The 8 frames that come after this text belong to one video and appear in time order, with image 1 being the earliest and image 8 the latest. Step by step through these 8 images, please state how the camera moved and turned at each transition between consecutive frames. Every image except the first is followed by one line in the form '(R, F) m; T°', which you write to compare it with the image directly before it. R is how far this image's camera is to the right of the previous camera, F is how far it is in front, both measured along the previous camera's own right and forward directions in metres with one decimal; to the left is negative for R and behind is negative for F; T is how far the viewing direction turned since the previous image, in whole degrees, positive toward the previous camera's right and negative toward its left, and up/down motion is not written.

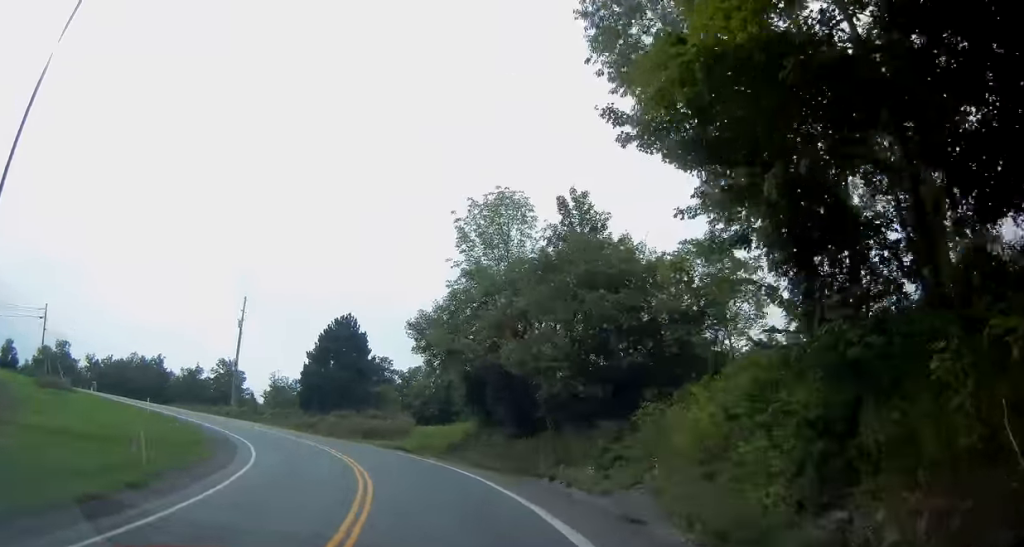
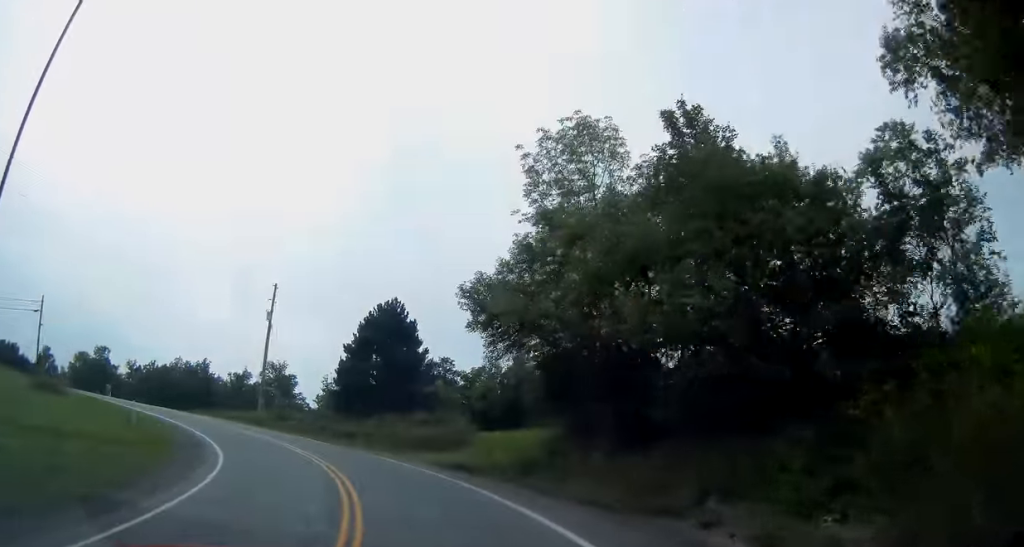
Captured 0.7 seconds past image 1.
(+0.1, +8.4) m; -7°
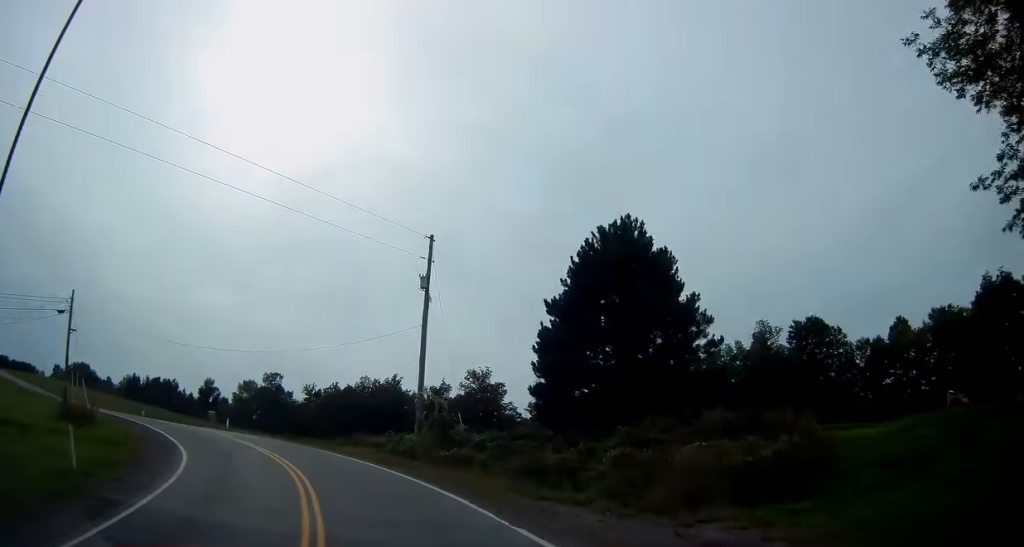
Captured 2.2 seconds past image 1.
(-3.7, +17.8) m; -24°
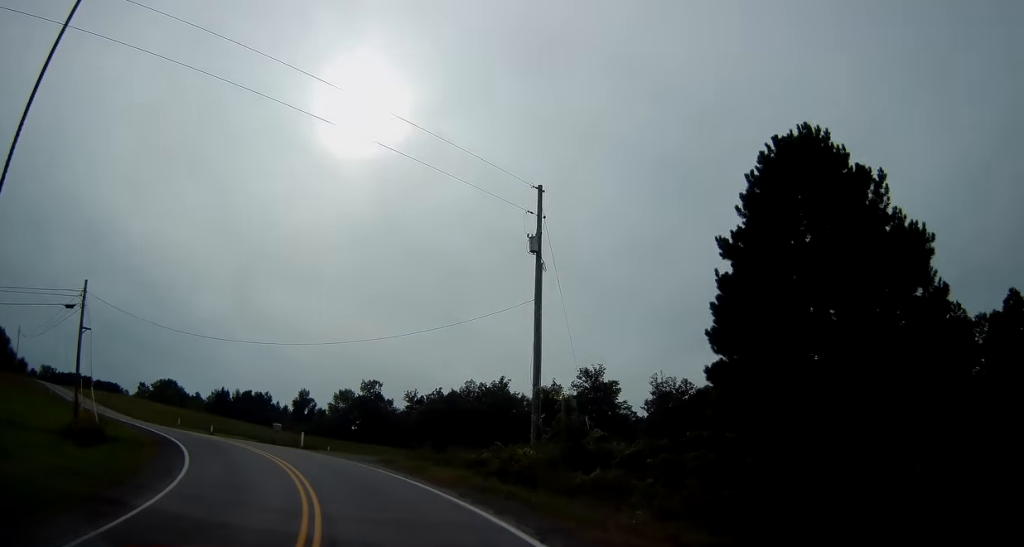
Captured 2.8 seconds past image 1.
(-0.4, +7.9) m; -11°
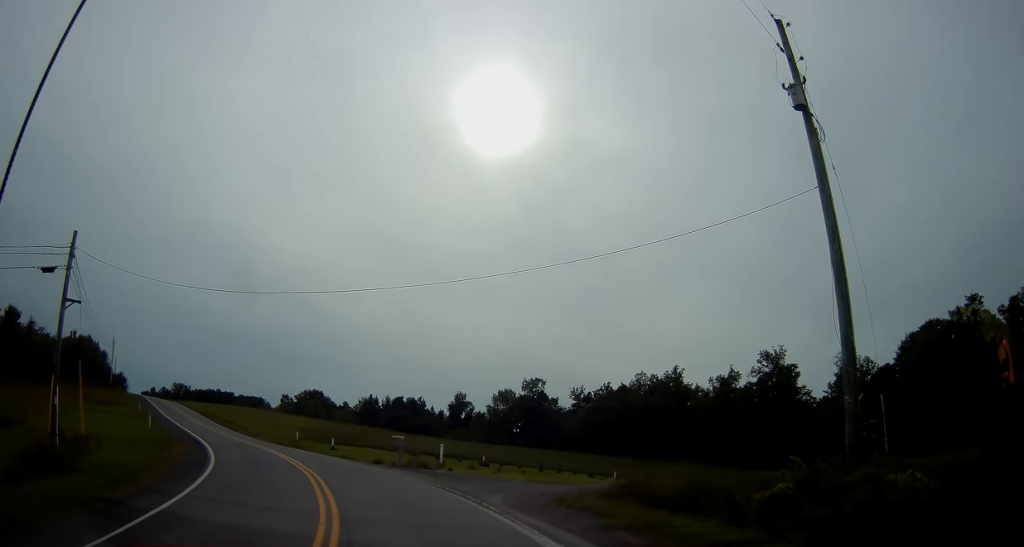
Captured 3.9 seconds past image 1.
(-2.0, +12.0) m; -15°
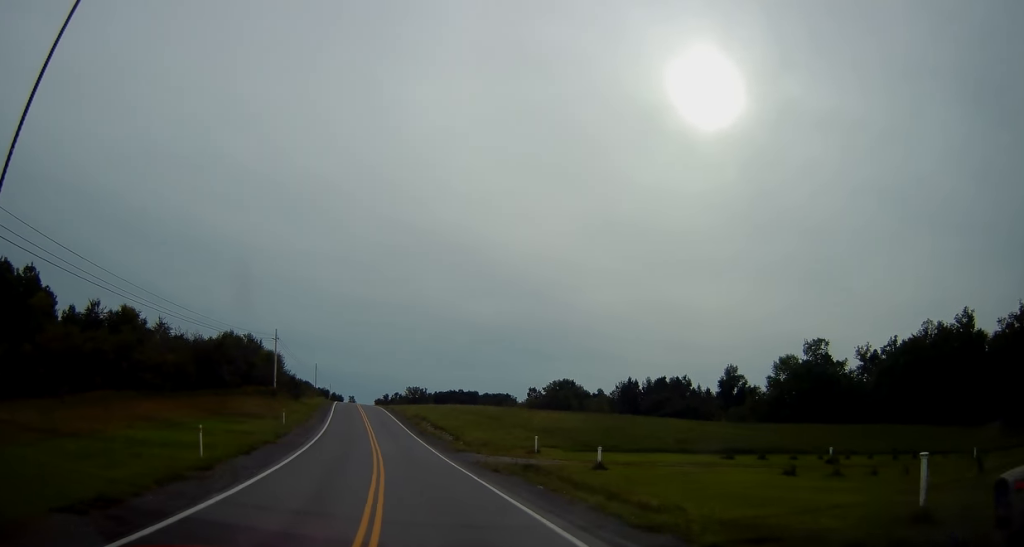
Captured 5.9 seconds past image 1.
(-5.5, +23.3) m; -24°
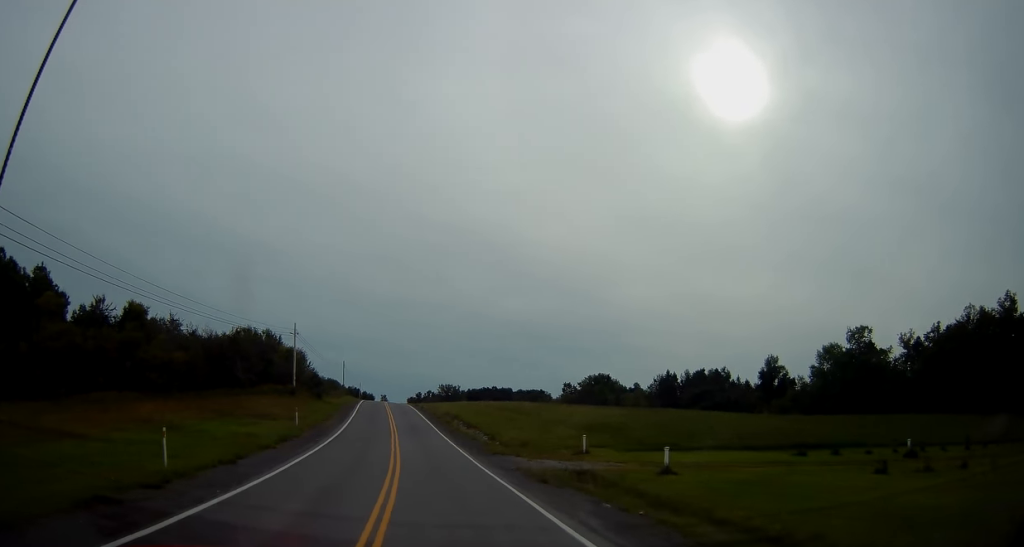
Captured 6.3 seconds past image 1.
(-0.3, +5.3) m; -1°
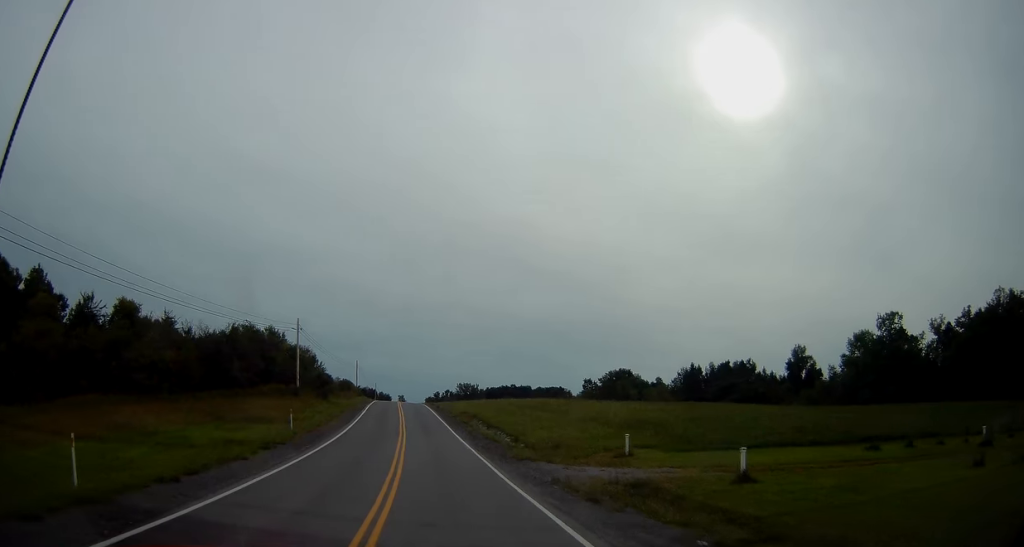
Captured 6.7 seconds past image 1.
(-0.2, +5.3) m; -1°
